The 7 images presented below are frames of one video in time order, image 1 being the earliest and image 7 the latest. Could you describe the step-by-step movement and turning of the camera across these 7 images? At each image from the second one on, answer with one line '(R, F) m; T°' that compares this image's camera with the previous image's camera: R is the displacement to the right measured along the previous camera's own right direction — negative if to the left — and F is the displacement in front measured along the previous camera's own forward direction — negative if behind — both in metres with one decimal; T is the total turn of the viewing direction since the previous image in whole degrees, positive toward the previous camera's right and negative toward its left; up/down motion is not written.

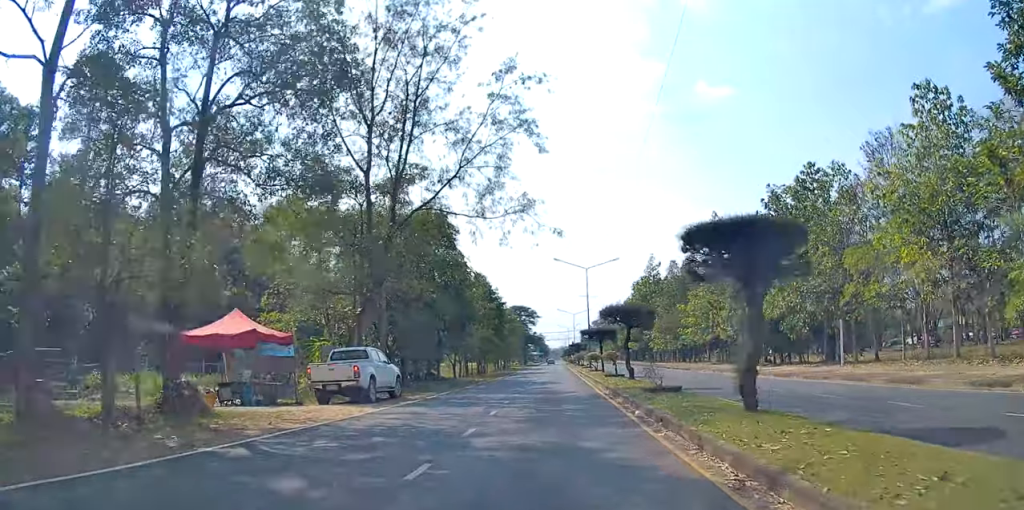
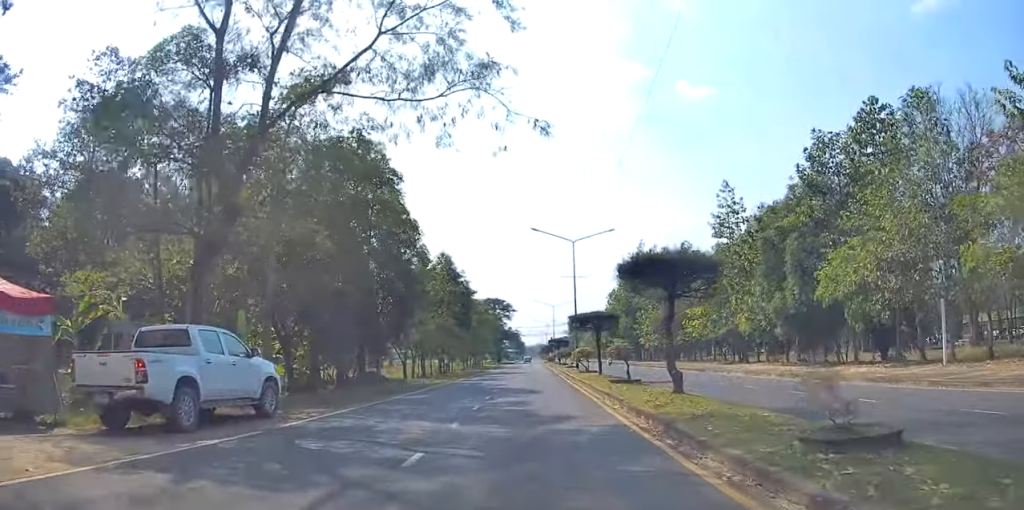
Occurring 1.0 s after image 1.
(+0.2, +10.4) m; +1°
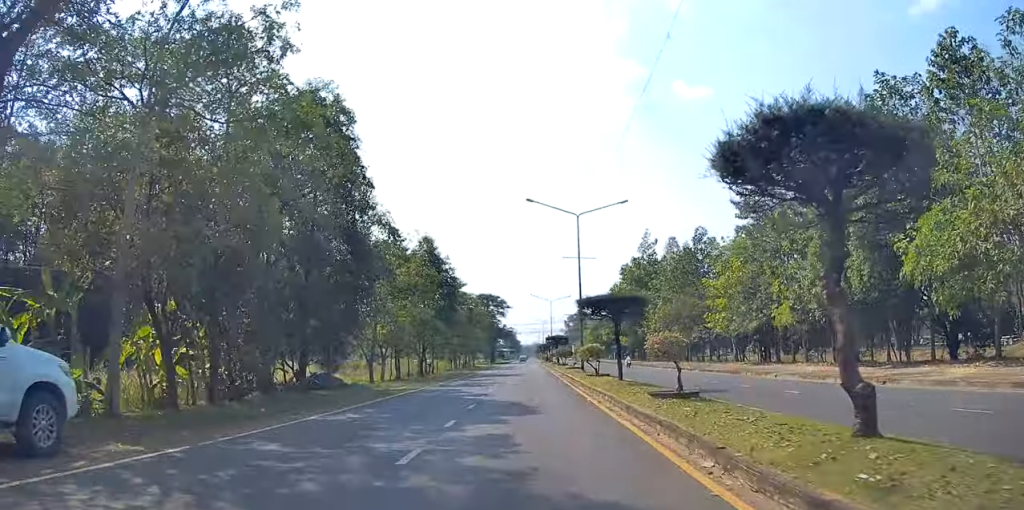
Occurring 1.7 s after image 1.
(0.0, +7.5) m; 0°
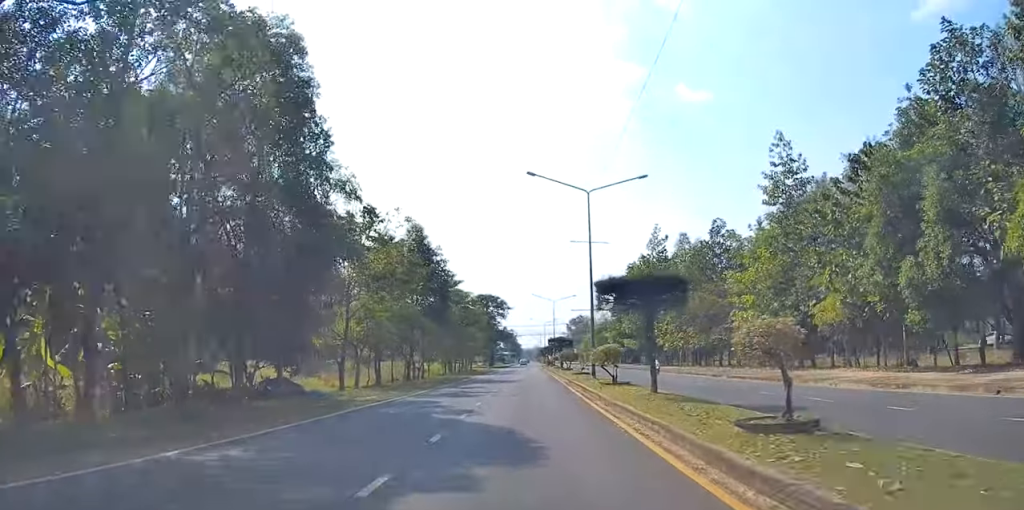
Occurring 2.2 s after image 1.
(0.0, +5.2) m; 0°
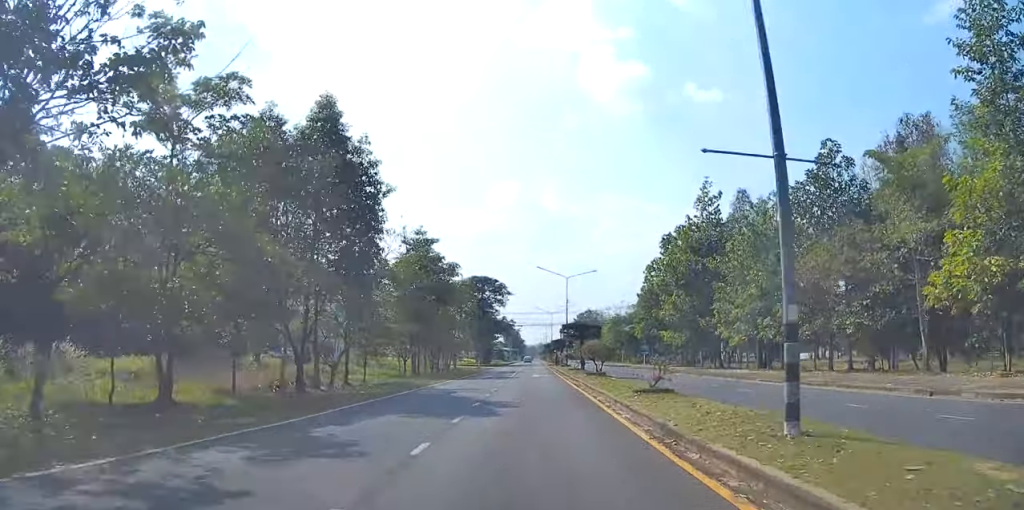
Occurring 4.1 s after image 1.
(+0.6, +20.8) m; +2°
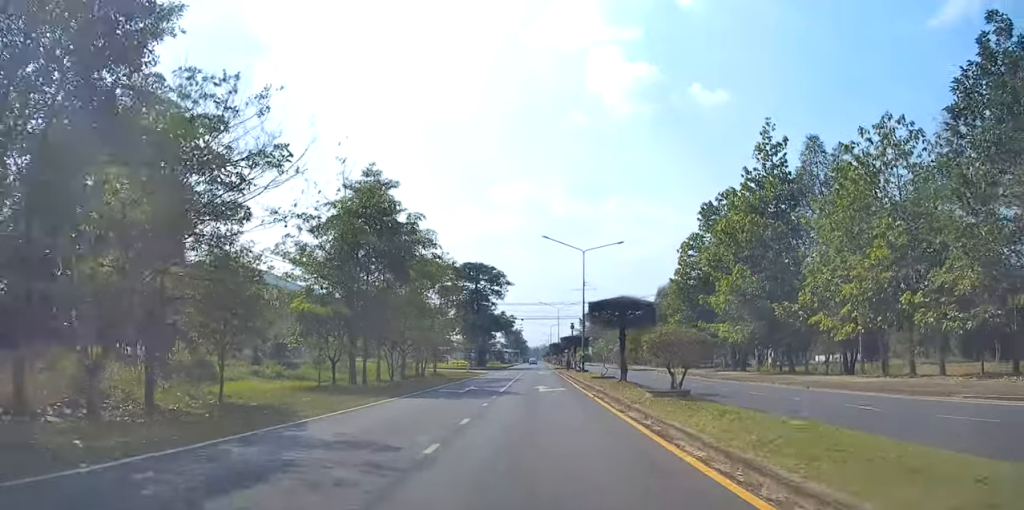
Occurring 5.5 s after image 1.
(-0.1, +15.0) m; +2°
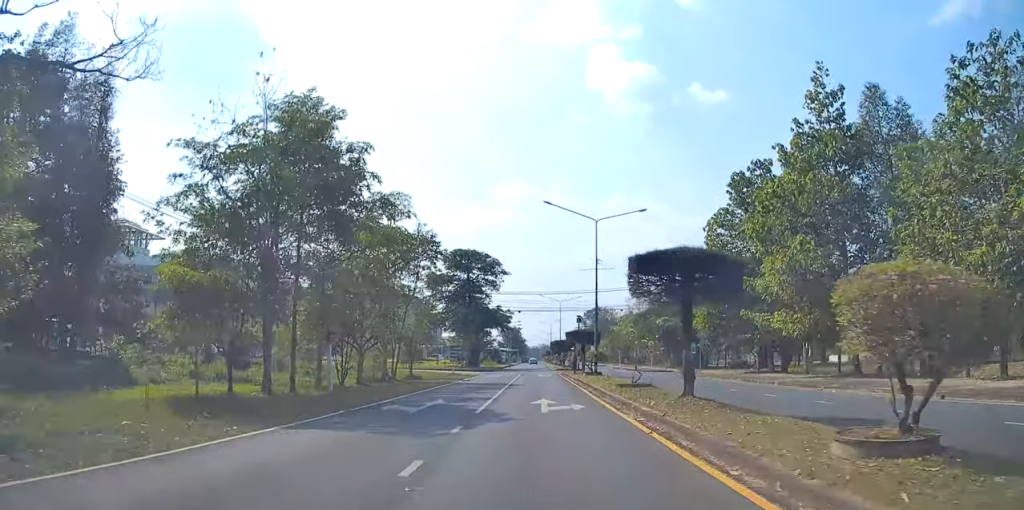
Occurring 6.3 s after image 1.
(+0.4, +9.1) m; +2°
